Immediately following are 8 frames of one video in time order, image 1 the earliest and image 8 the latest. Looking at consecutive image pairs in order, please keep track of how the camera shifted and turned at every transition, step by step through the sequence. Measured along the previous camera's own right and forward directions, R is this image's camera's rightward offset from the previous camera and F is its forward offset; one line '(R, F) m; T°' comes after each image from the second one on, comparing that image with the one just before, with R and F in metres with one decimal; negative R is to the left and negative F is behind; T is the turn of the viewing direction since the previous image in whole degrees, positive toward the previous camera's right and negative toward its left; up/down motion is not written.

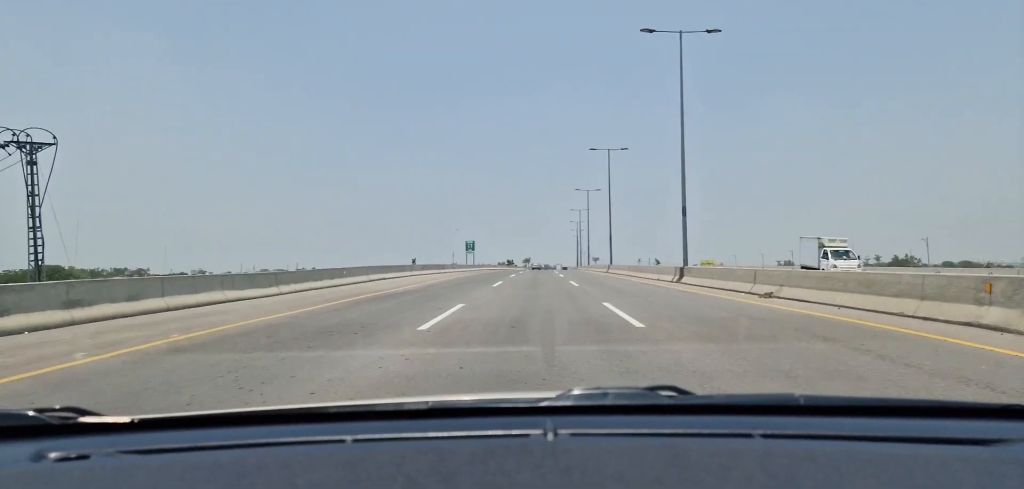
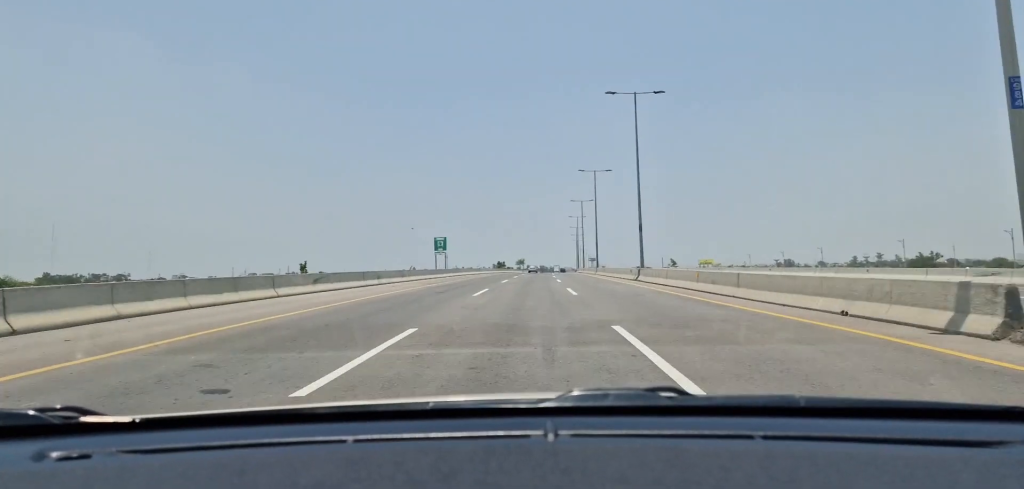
(+0.5, +23.8) m; +1°
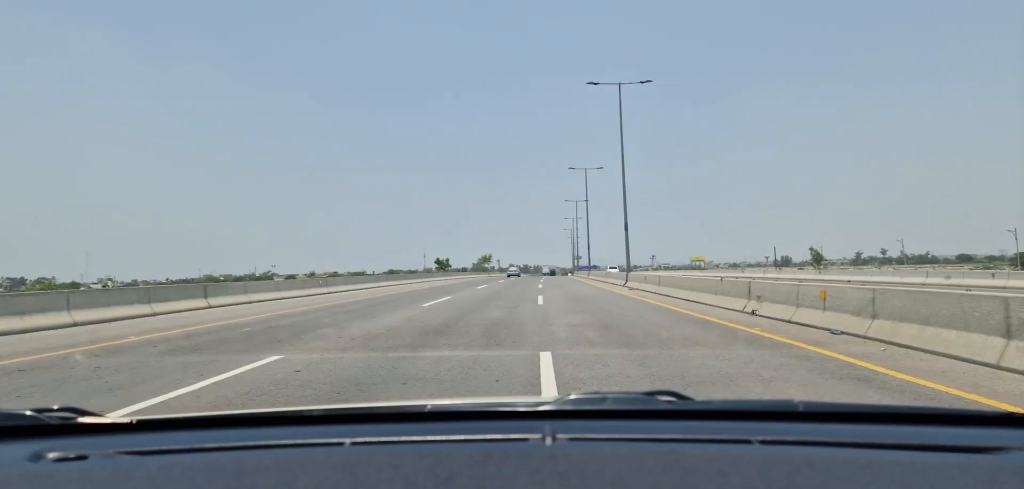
(+1.0, +74.3) m; +1°
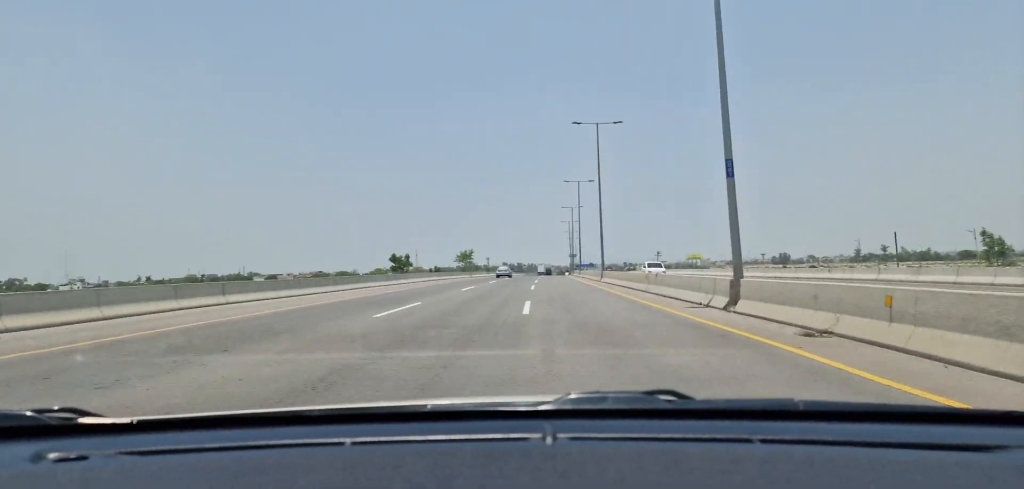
(+0.2, +24.5) m; 0°
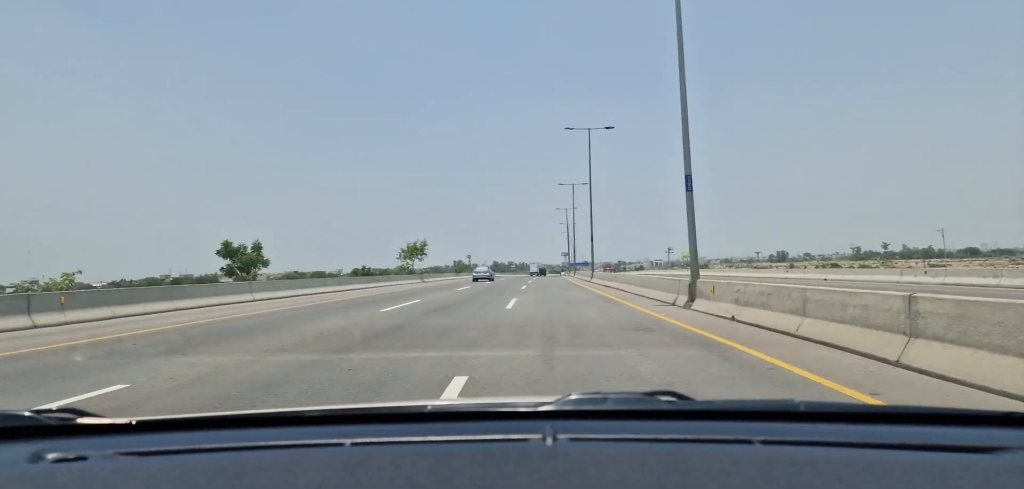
(0.0, +33.2) m; 0°
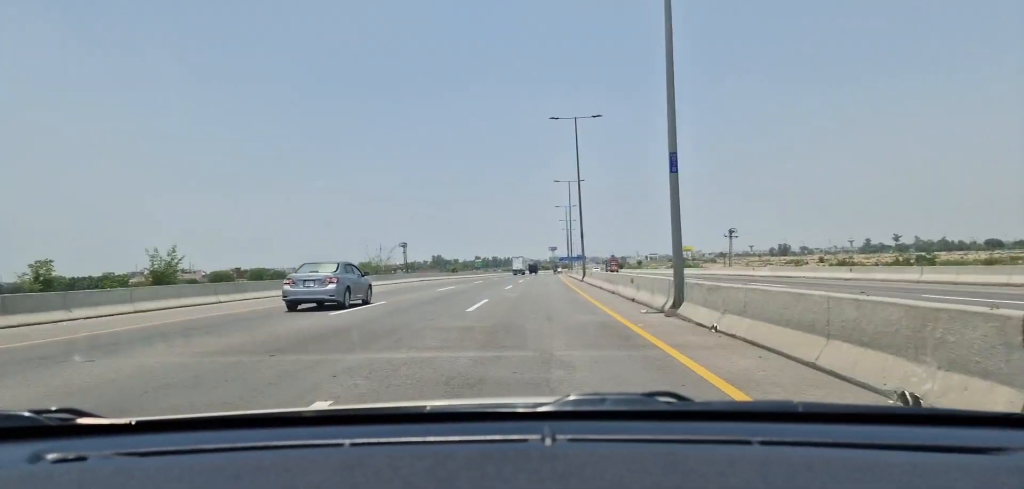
(+0.7, +73.3) m; +1°
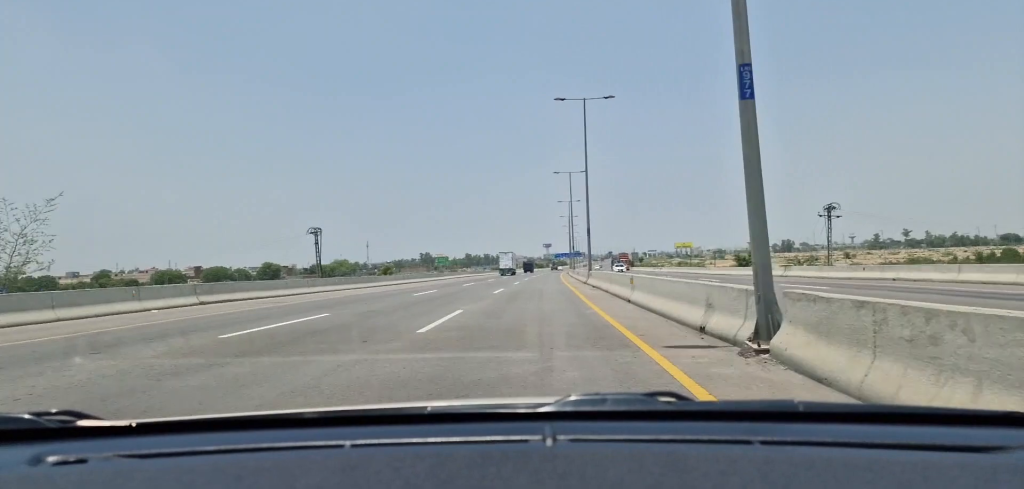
(+0.1, +40.9) m; +1°
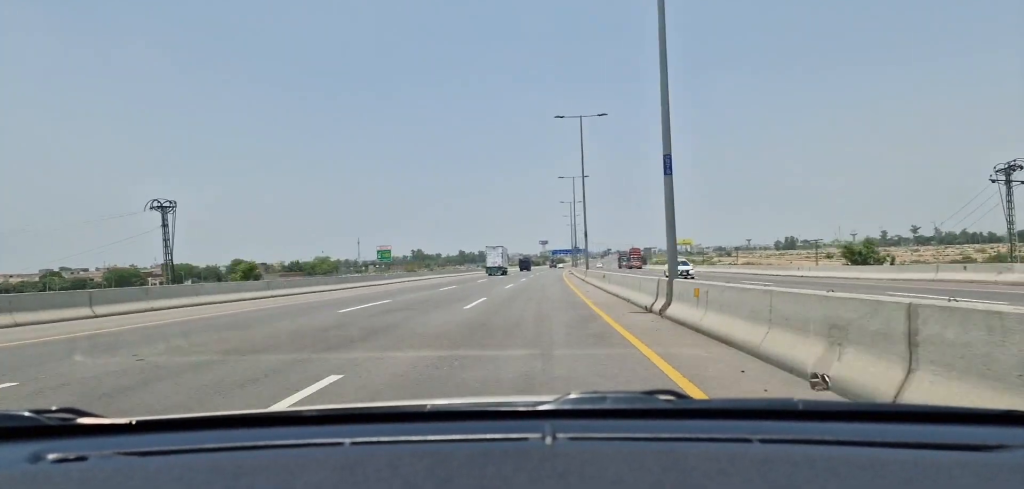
(+0.2, +28.1) m; 0°
